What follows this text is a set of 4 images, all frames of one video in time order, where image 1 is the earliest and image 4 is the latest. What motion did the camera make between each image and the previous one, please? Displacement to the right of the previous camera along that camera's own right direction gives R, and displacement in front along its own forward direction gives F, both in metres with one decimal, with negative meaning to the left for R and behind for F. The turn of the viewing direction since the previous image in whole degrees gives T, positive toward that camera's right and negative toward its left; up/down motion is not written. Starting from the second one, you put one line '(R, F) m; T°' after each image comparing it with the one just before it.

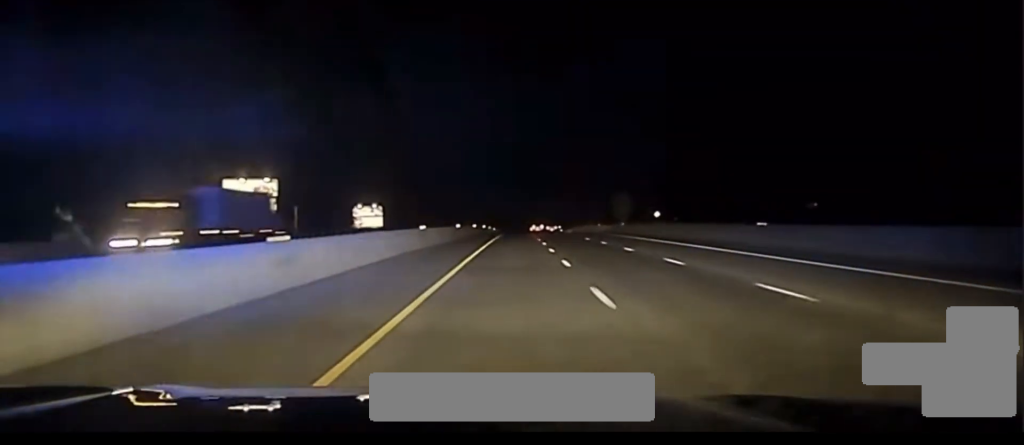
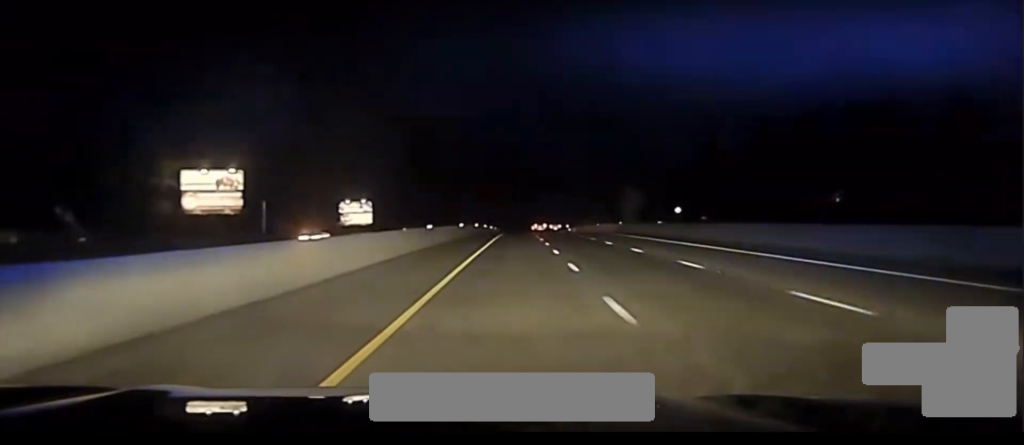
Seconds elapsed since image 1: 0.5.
(0.0, +28.8) m; 0°
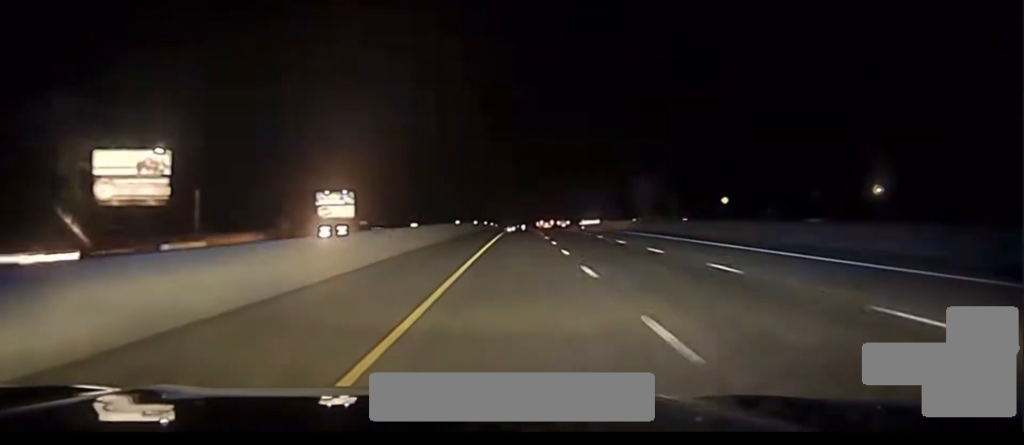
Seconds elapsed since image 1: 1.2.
(0.0, +42.3) m; 0°
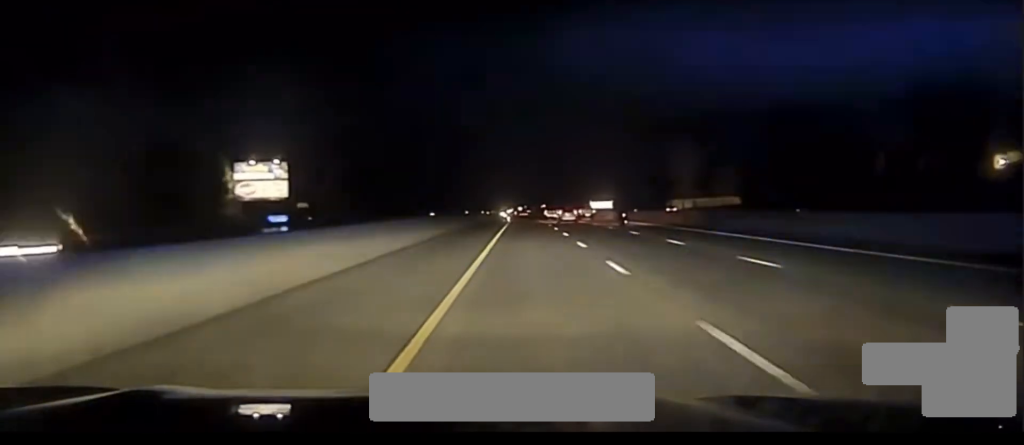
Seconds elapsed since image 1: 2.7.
(+0.2, +83.1) m; 0°
